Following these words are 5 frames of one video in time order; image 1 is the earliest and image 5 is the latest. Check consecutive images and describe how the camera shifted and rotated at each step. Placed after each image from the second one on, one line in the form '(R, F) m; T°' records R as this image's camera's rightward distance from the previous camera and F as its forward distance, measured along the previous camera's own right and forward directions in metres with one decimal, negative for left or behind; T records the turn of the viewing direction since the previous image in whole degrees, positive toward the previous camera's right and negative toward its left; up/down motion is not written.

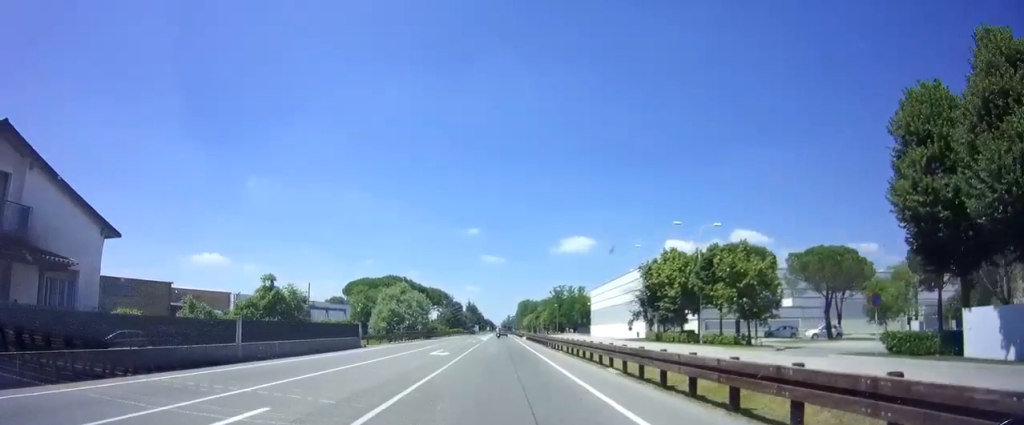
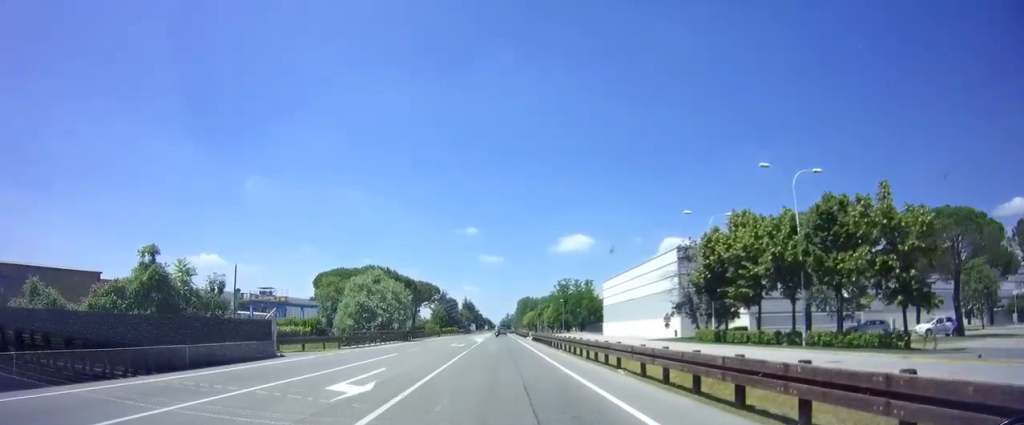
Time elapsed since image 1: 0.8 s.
(+0.2, +16.1) m; 0°
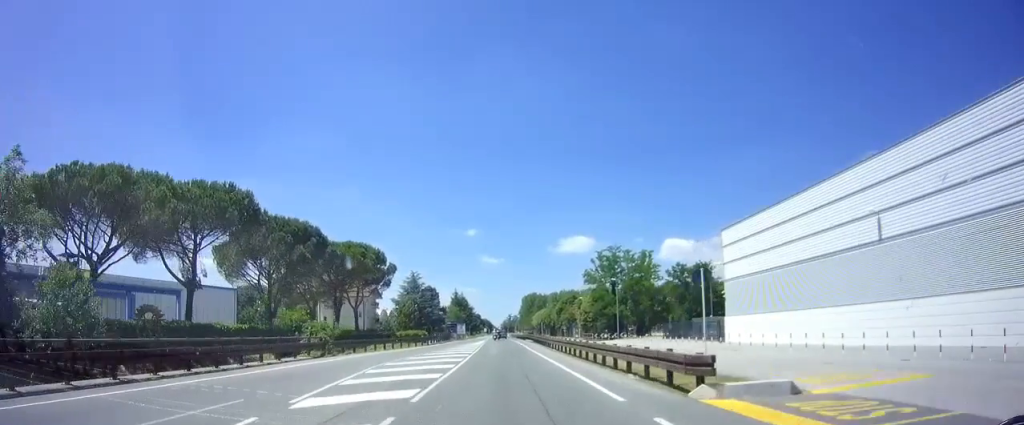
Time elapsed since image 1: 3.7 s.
(+0.2, +59.4) m; -1°
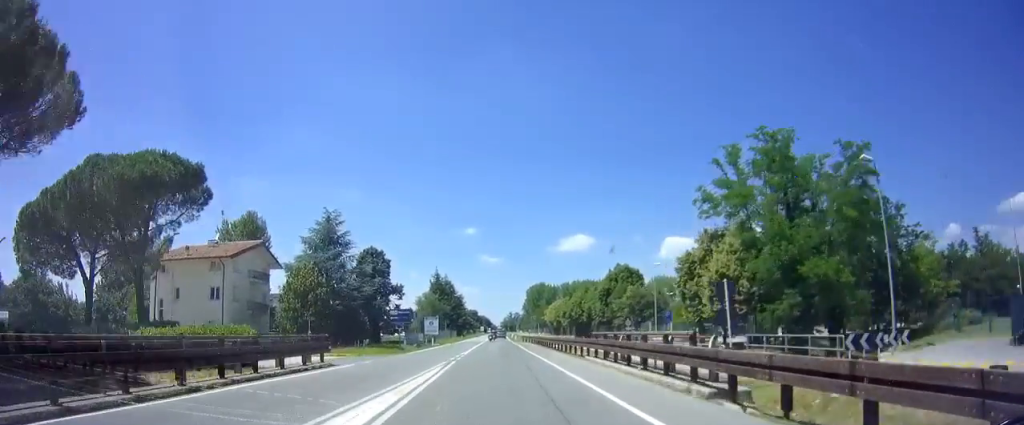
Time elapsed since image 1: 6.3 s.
(0.0, +53.6) m; +1°
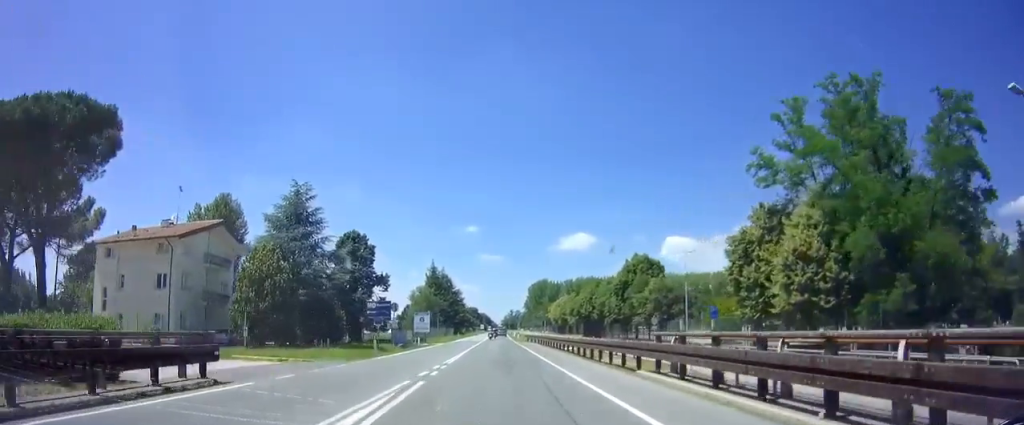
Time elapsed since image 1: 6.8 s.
(0.0, +9.0) m; 0°
